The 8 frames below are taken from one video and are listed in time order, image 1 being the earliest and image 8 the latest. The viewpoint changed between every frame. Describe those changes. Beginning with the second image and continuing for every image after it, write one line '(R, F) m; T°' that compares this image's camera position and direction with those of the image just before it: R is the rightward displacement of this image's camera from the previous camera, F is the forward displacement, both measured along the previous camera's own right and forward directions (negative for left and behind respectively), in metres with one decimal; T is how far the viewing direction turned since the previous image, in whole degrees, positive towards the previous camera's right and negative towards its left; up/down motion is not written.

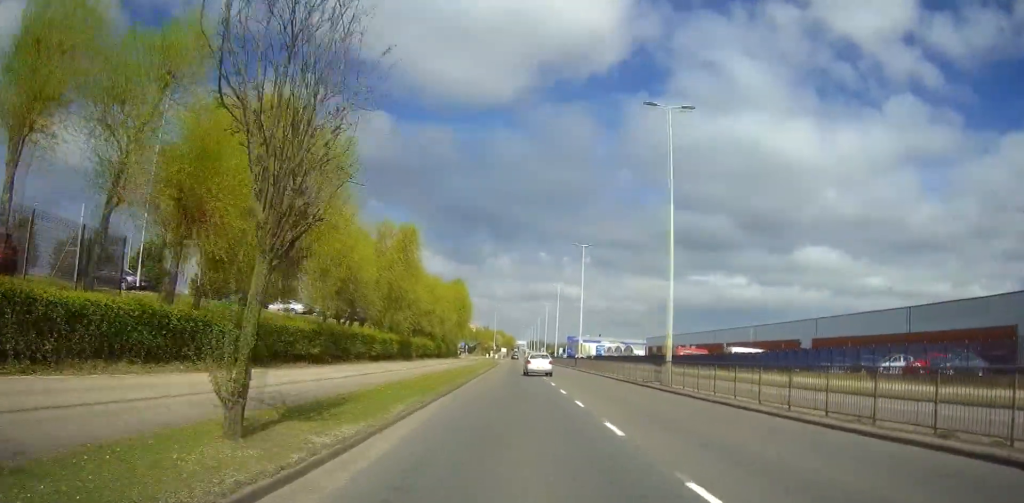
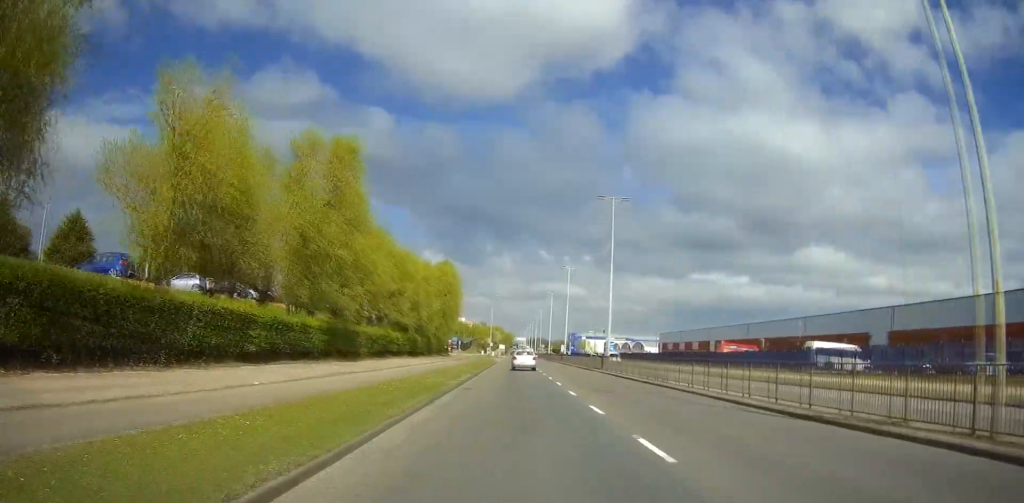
(0.0, +20.5) m; 0°
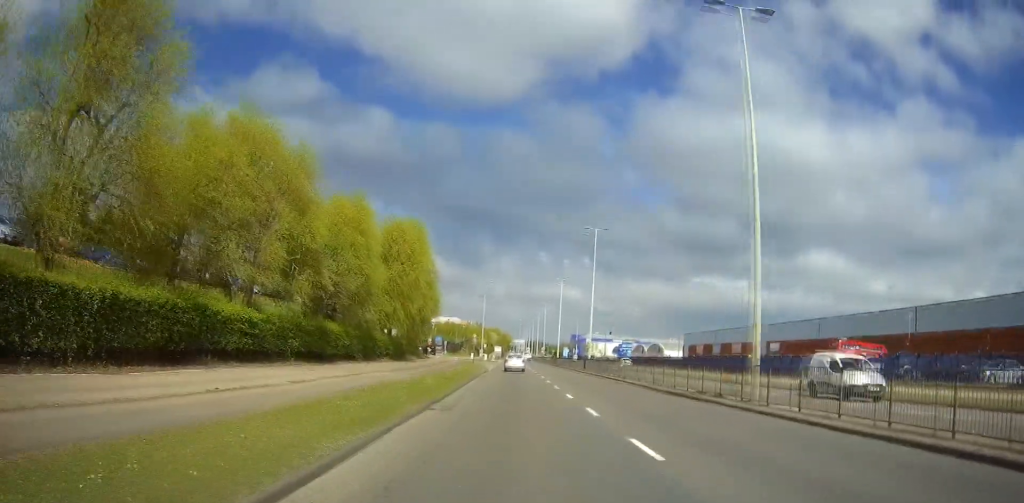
(0.0, +28.9) m; 0°
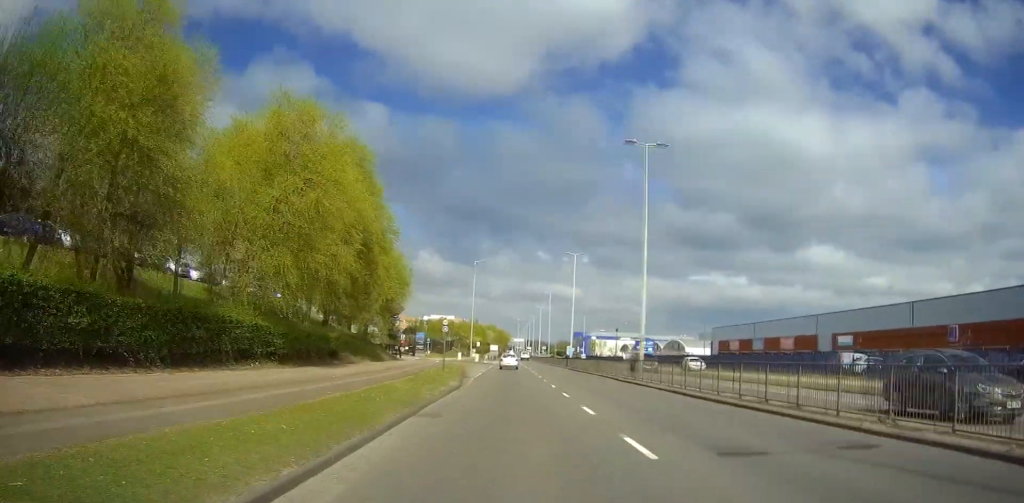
(0.0, +24.0) m; 0°
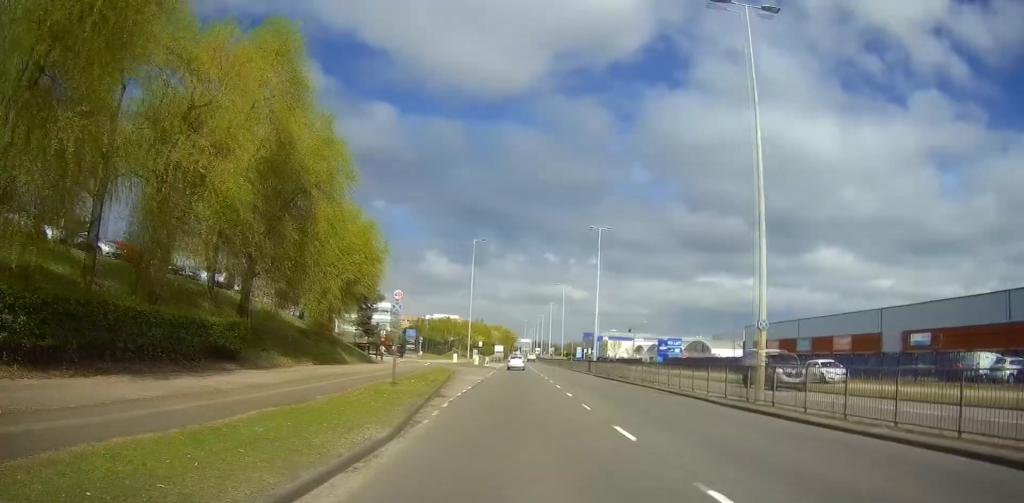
(0.0, +15.8) m; -1°
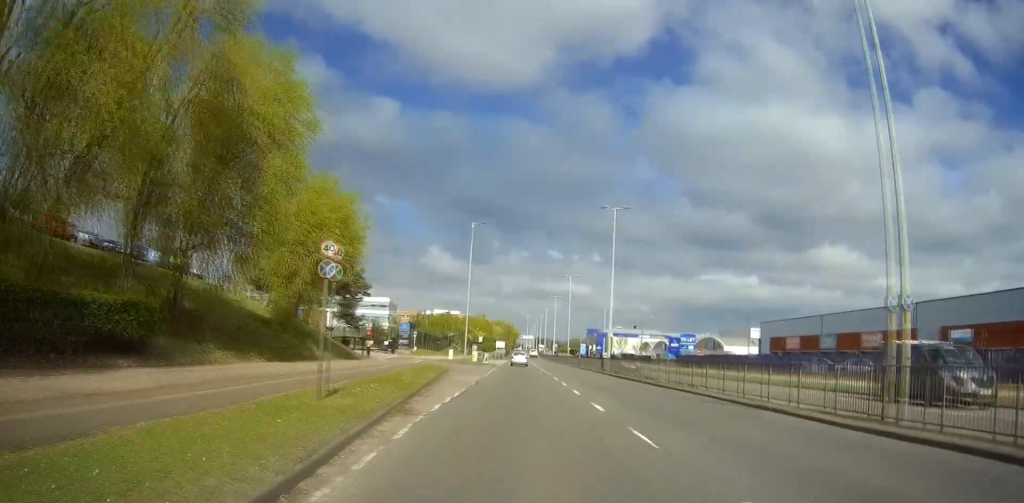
(+0.1, +7.2) m; -1°
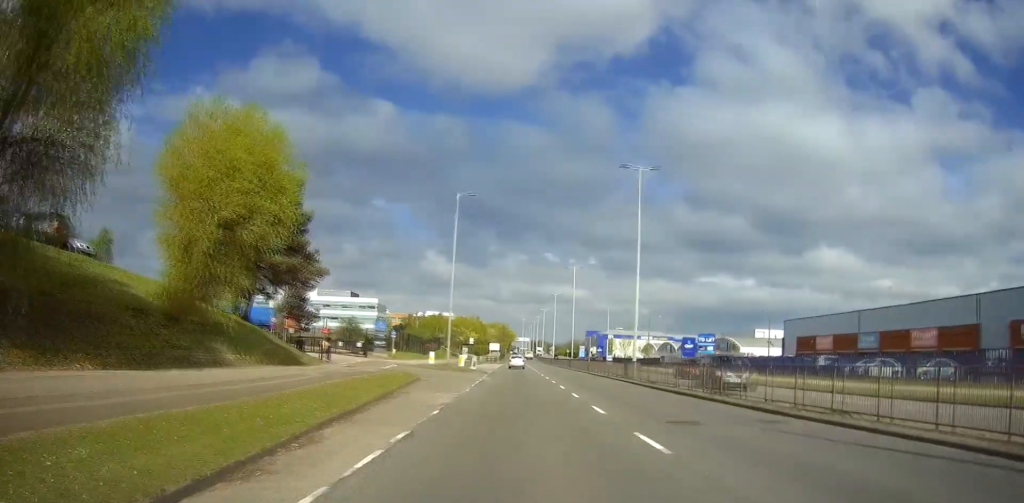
(-0.3, +12.1) m; +3°
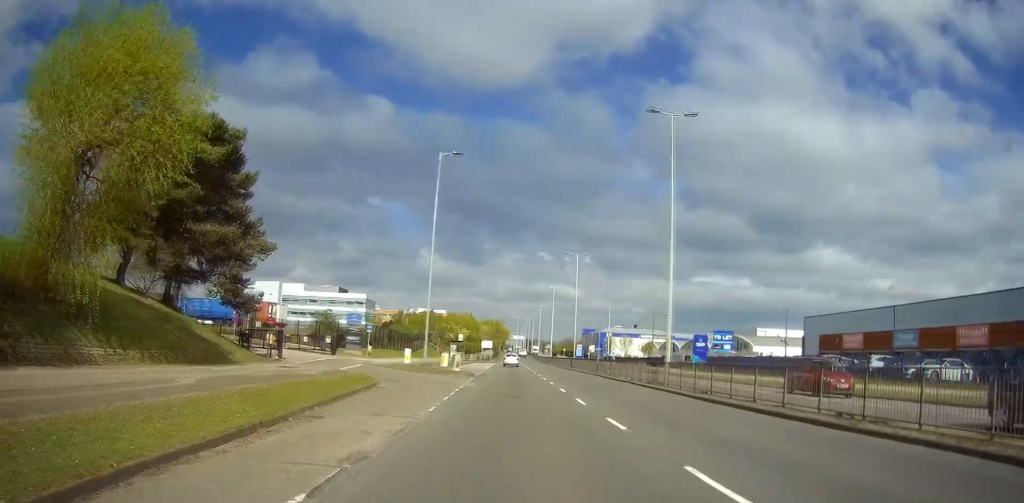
(+0.3, +9.4) m; +3°
